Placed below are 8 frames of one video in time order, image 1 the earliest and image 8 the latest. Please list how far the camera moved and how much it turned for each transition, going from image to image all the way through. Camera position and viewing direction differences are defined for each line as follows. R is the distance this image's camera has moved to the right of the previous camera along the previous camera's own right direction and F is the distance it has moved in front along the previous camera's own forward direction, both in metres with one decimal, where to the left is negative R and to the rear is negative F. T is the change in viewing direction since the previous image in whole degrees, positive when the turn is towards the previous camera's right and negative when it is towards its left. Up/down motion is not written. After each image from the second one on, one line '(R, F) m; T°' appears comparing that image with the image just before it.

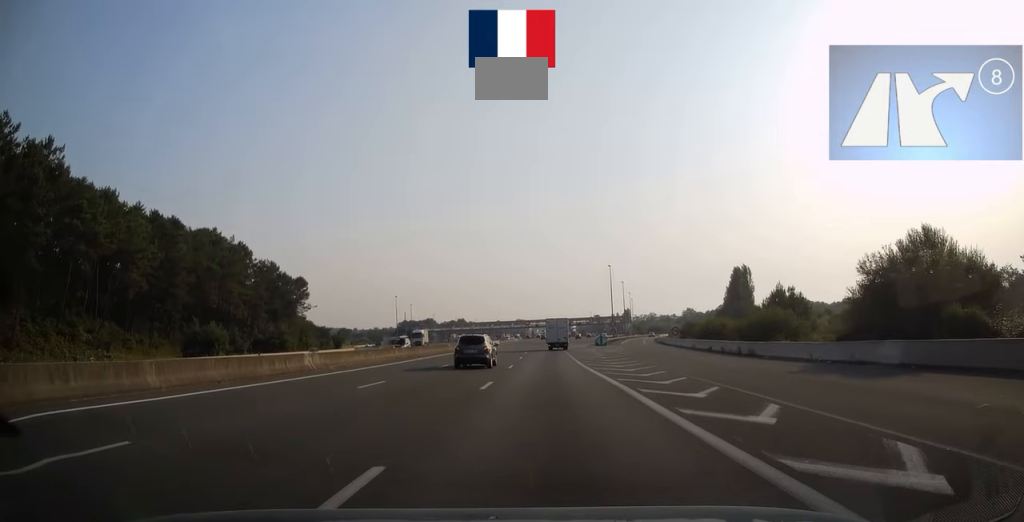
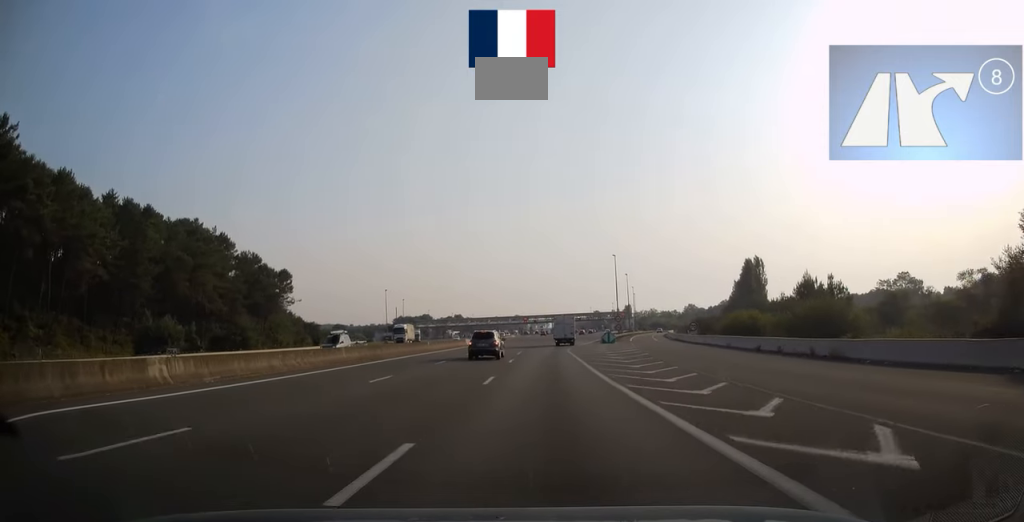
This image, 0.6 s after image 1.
(0.0, +11.5) m; 0°
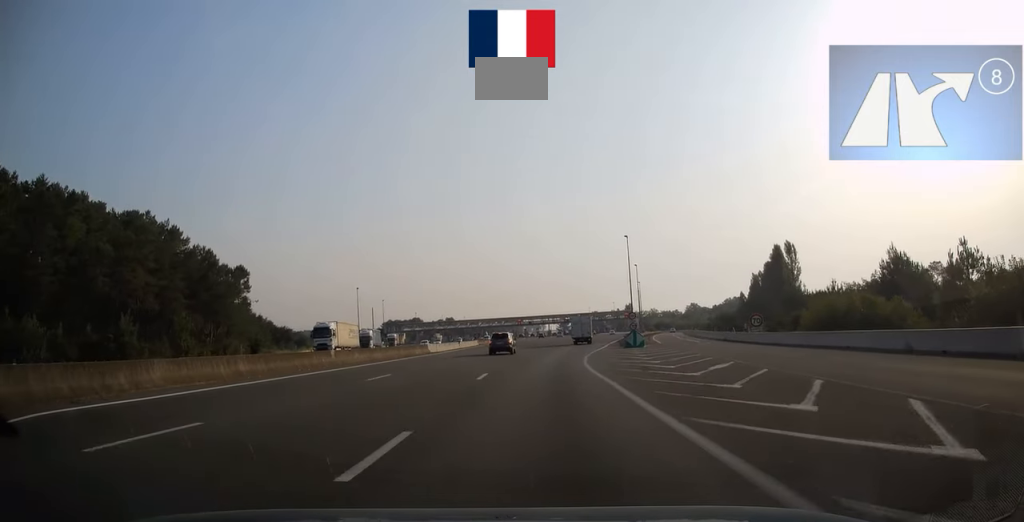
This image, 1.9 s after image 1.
(+0.2, +24.9) m; 0°
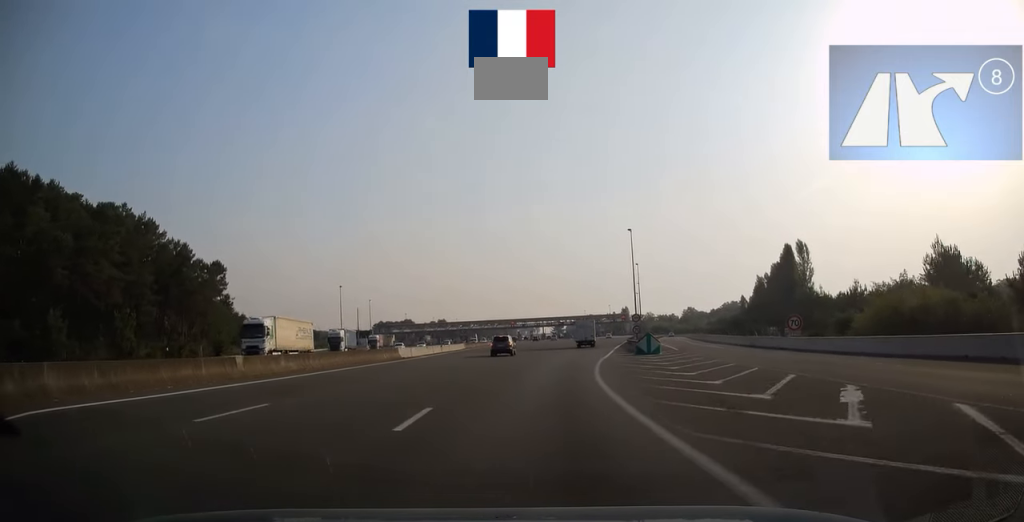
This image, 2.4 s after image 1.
(0.0, +9.6) m; 0°
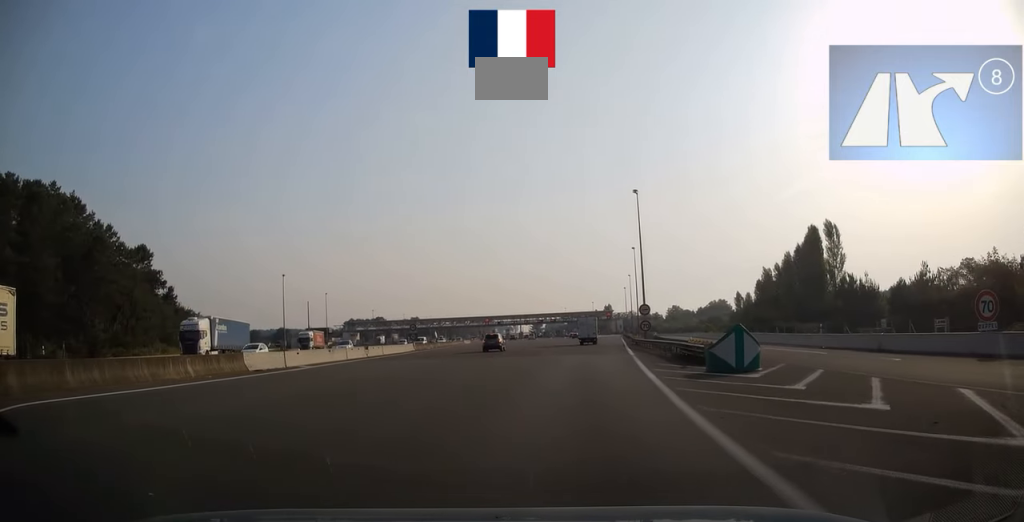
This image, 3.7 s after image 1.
(+0.4, +23.3) m; +2°
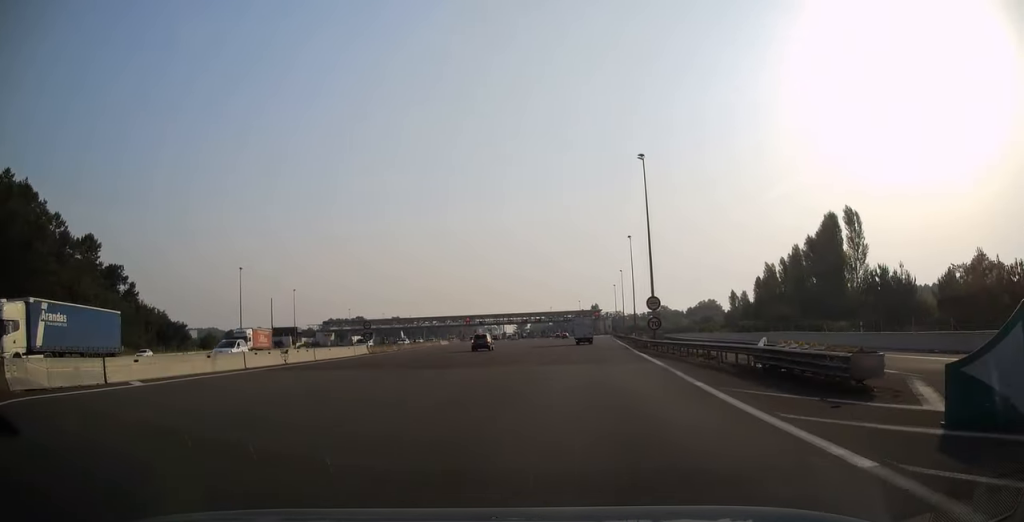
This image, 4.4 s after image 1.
(+0.2, +13.3) m; +1°
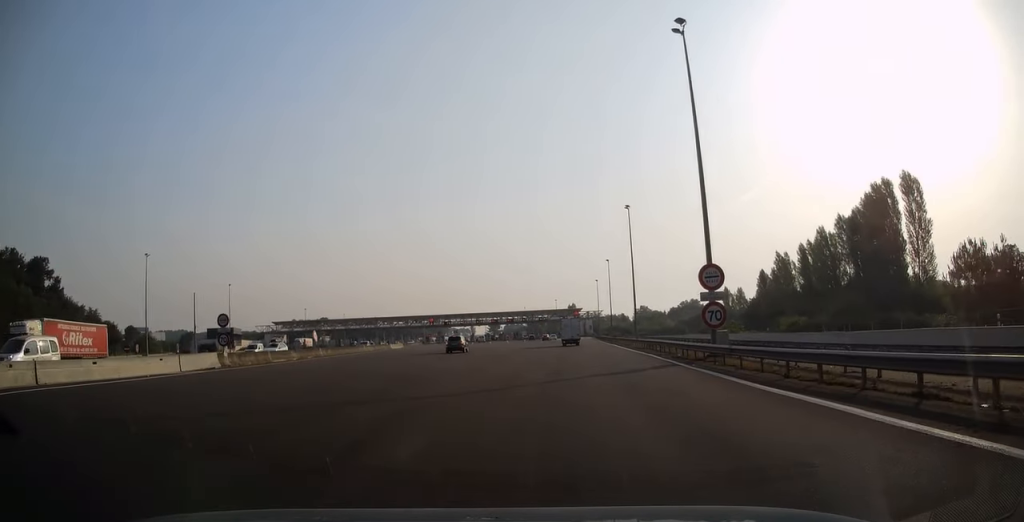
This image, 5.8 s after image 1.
(+0.4, +24.0) m; +2°
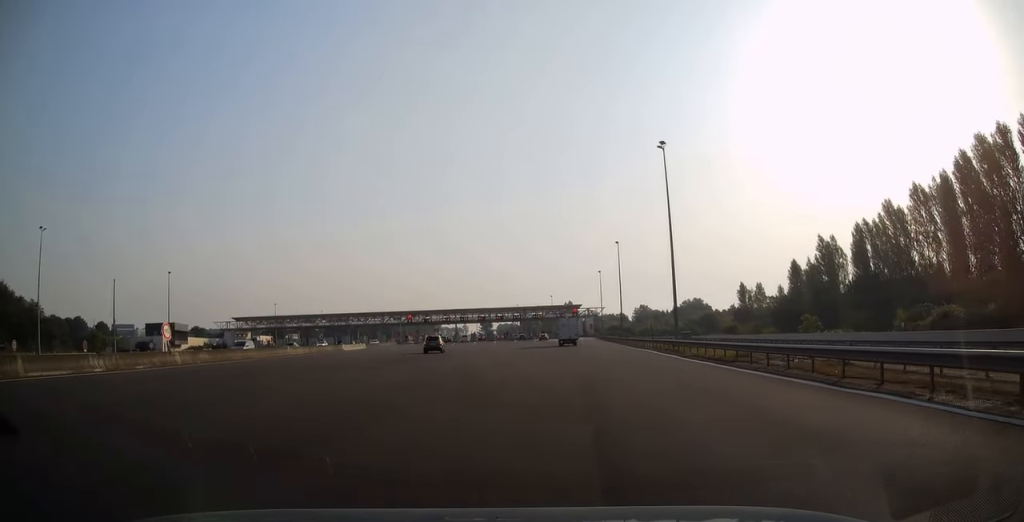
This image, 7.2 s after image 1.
(+0.1, +24.4) m; 0°
